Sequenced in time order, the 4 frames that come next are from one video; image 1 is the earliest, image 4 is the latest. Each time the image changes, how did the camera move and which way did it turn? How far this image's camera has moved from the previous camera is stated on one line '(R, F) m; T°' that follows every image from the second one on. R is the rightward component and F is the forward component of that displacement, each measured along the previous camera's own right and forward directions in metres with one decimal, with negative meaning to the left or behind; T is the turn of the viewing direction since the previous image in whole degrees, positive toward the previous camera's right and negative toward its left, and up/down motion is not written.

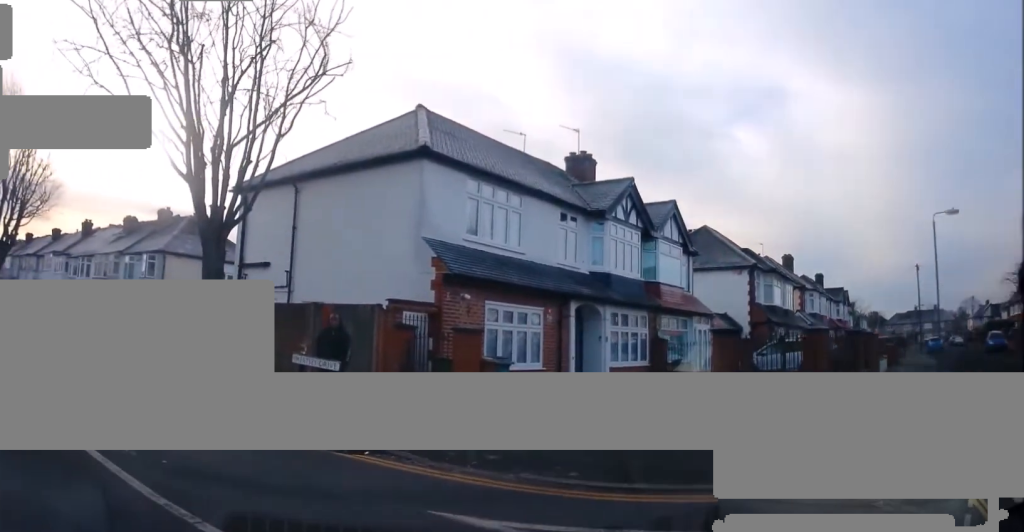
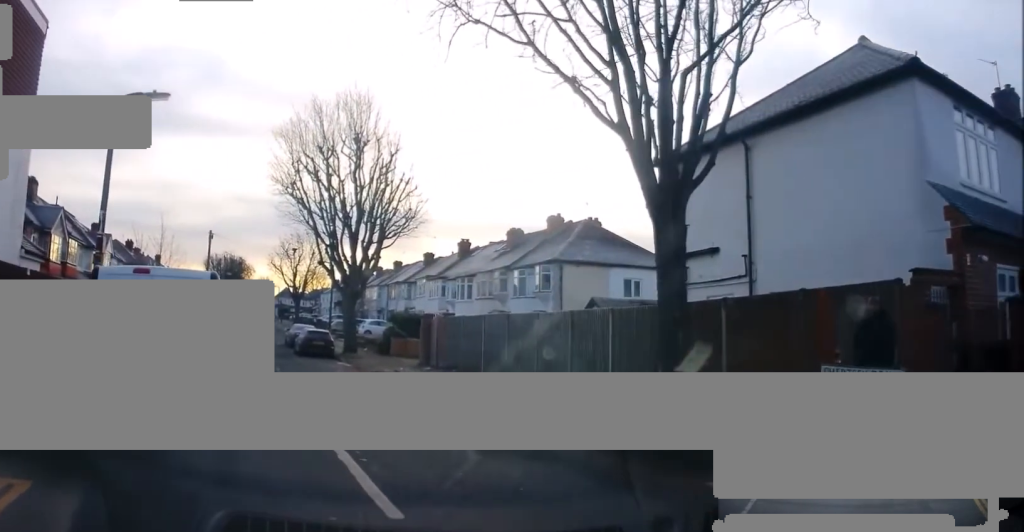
(-1.1, +4.7) m; -17°
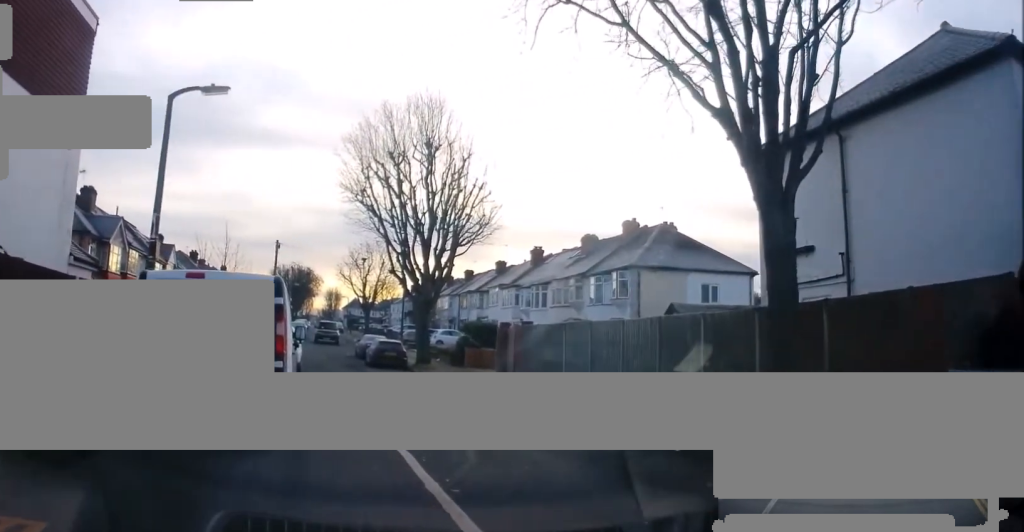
(0.0, +1.1) m; 0°
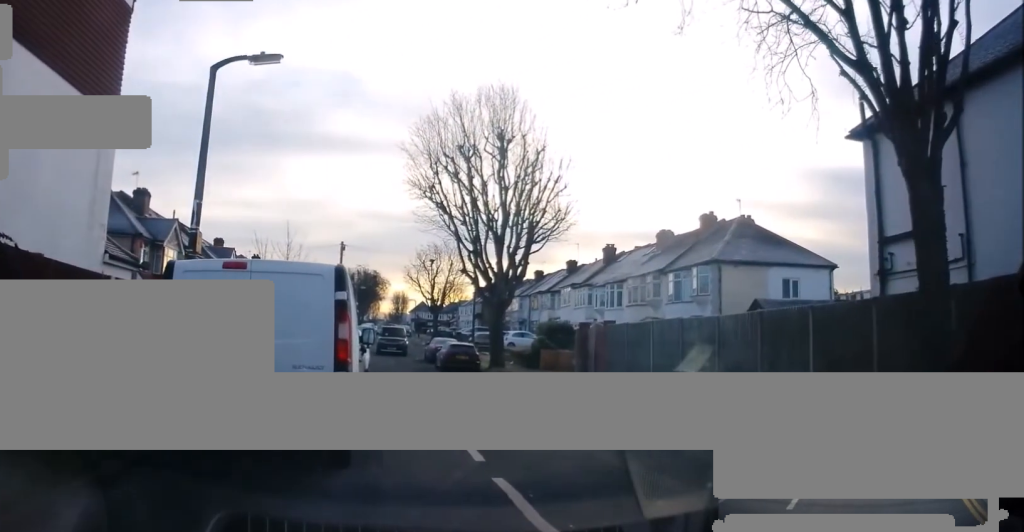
(-0.1, +2.1) m; 0°
